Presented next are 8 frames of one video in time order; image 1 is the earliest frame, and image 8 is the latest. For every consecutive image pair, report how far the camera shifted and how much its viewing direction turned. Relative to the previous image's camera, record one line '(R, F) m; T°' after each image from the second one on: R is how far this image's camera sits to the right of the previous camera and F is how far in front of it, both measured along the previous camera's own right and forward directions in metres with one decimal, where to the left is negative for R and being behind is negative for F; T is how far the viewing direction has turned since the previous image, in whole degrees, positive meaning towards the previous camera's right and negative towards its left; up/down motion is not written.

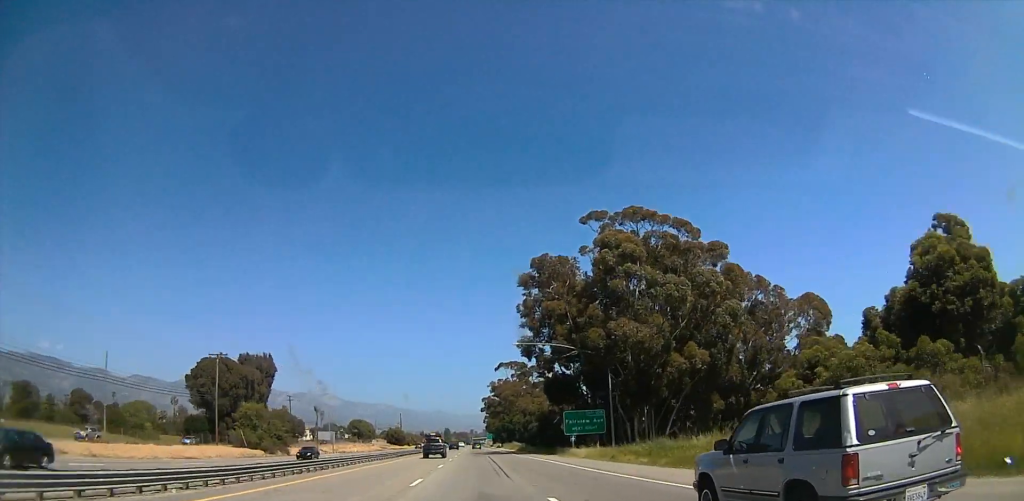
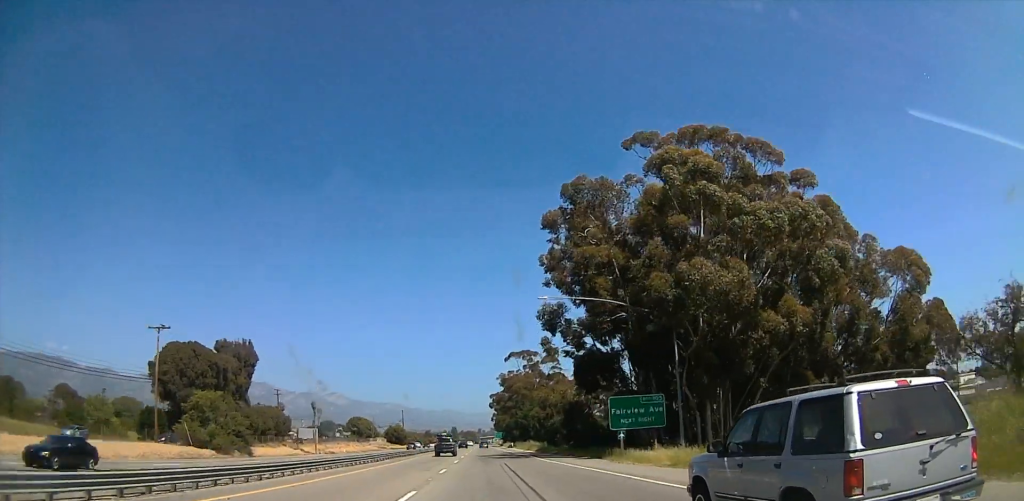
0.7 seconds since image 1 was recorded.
(0.0, +19.3) m; 0°
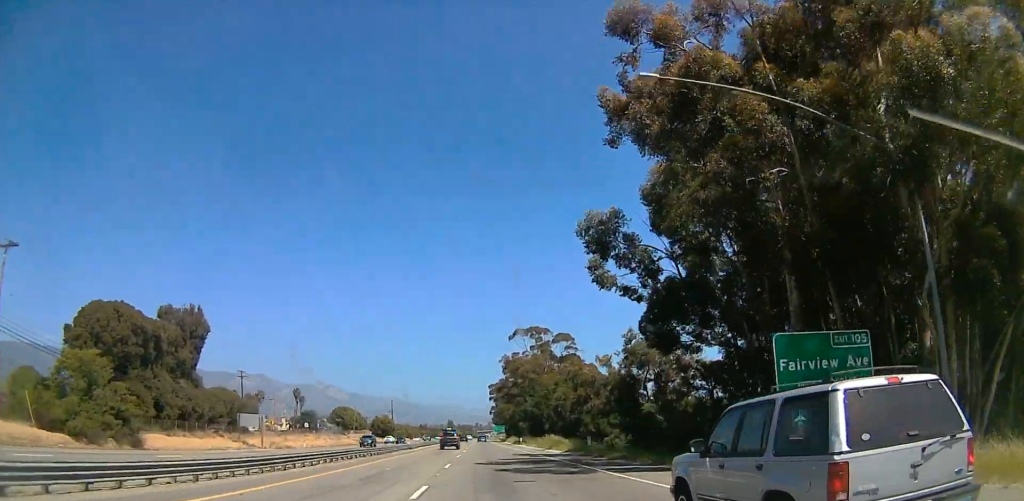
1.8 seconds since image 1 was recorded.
(+0.1, +25.7) m; 0°
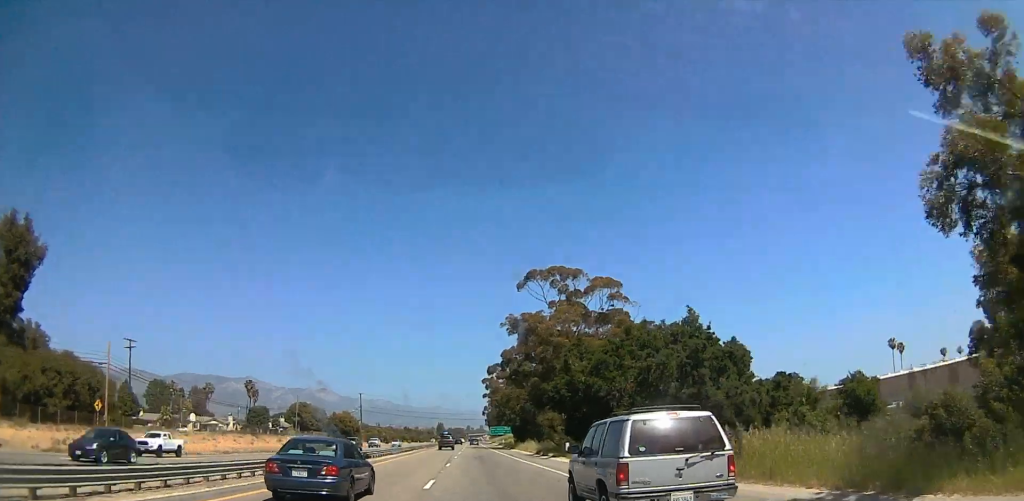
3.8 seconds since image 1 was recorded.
(+0.2, +51.1) m; +1°
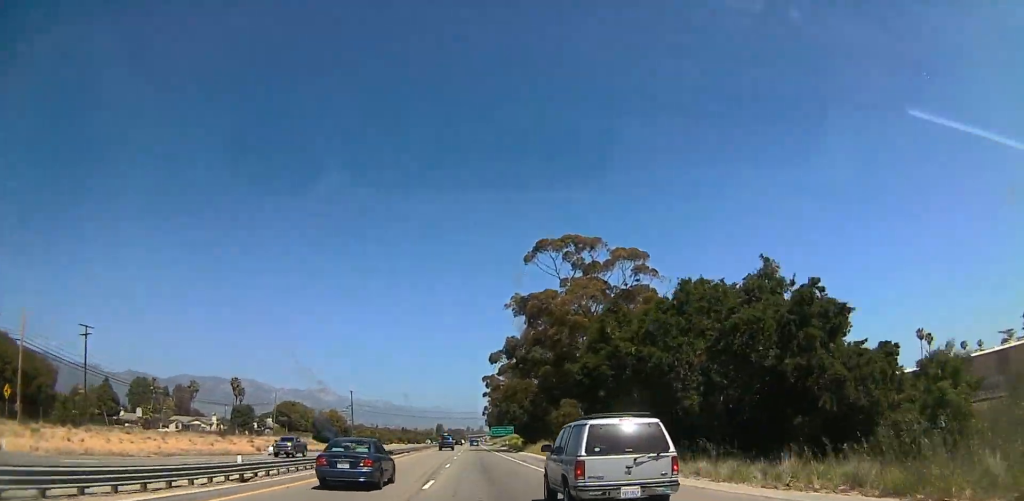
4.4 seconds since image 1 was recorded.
(0.0, +15.4) m; 0°
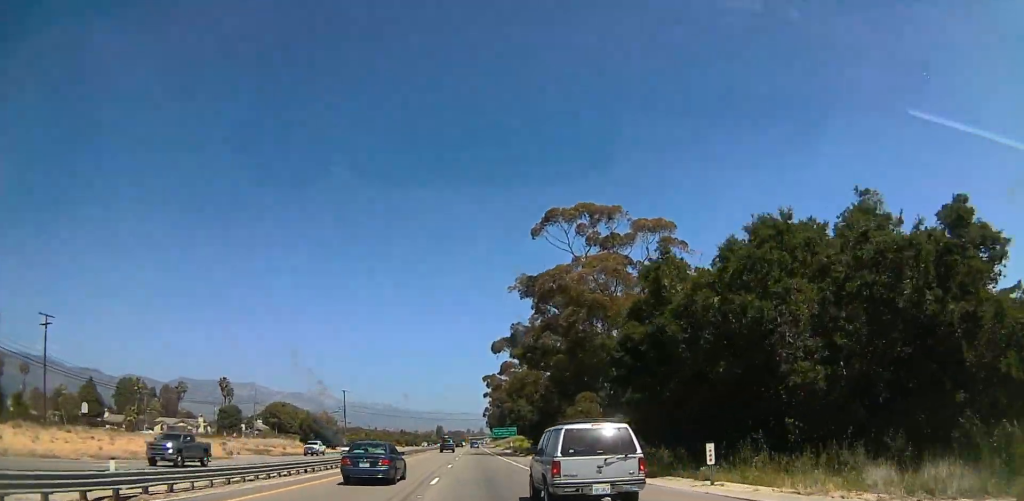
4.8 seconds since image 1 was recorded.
(+0.1, +13.1) m; 0°
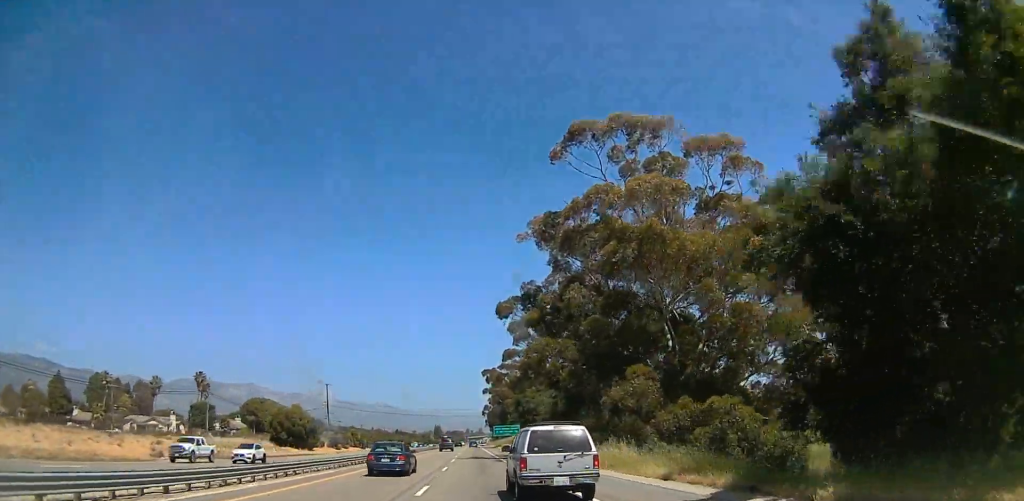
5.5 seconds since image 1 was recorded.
(+0.1, +22.7) m; 0°
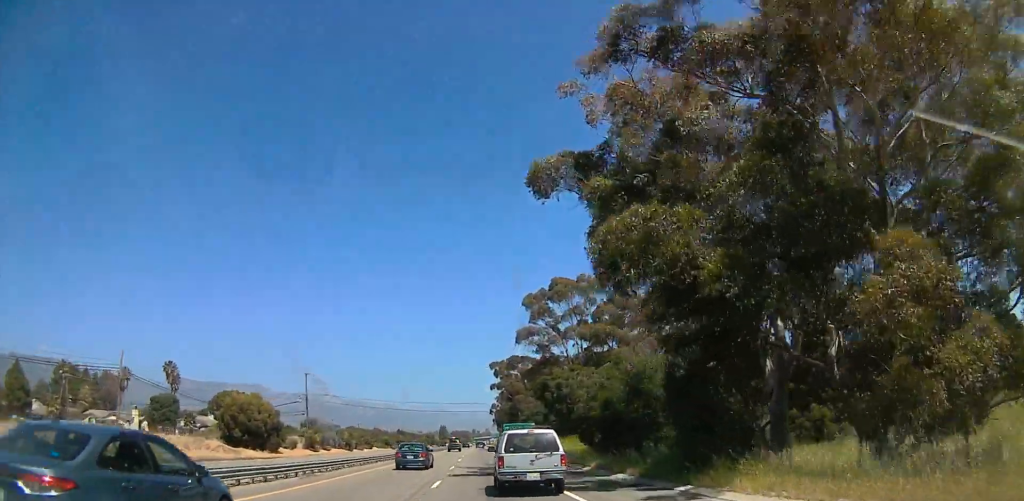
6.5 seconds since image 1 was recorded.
(-0.2, +31.0) m; -2°
